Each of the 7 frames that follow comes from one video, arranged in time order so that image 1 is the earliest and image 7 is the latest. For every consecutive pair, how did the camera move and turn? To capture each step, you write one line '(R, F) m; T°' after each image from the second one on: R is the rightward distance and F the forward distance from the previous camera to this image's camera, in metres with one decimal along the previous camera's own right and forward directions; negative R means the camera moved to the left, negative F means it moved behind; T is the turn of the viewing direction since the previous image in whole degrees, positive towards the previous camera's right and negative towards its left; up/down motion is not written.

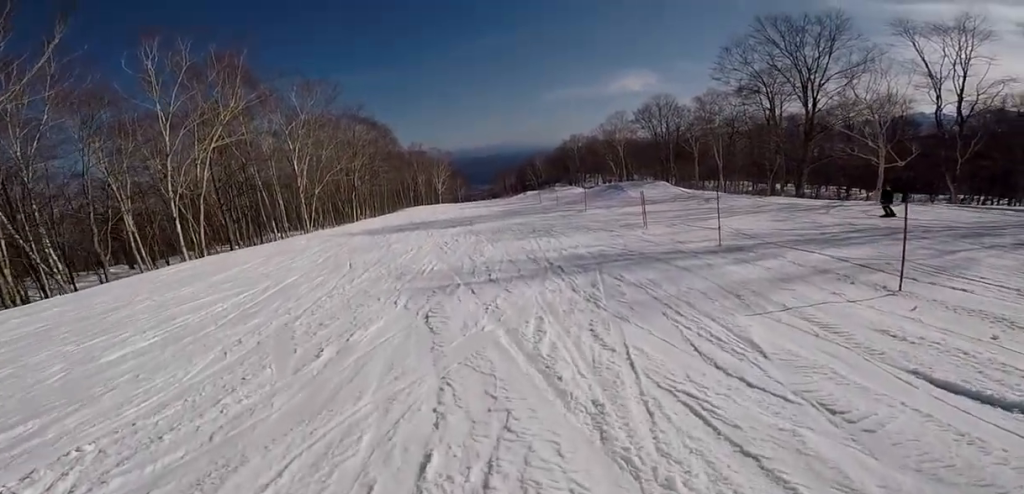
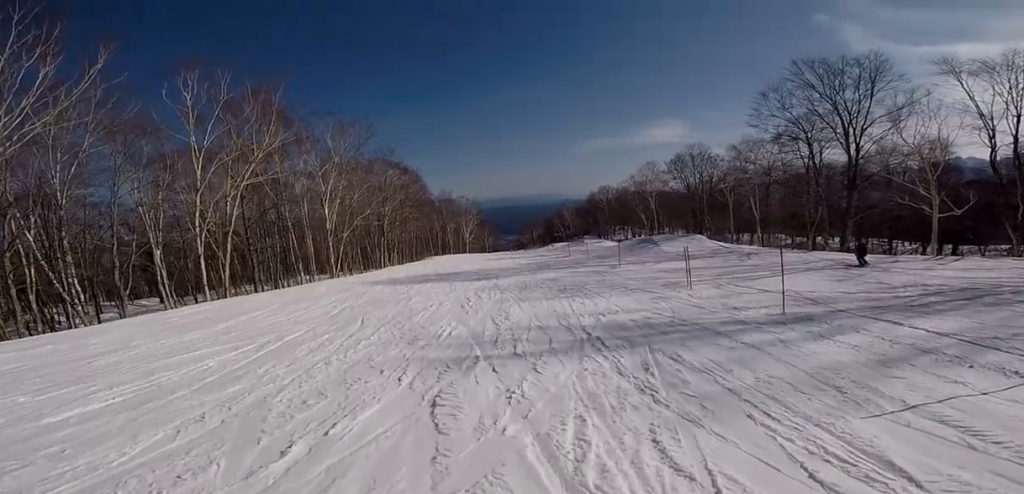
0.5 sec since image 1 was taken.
(-0.1, +2.0) m; -2°
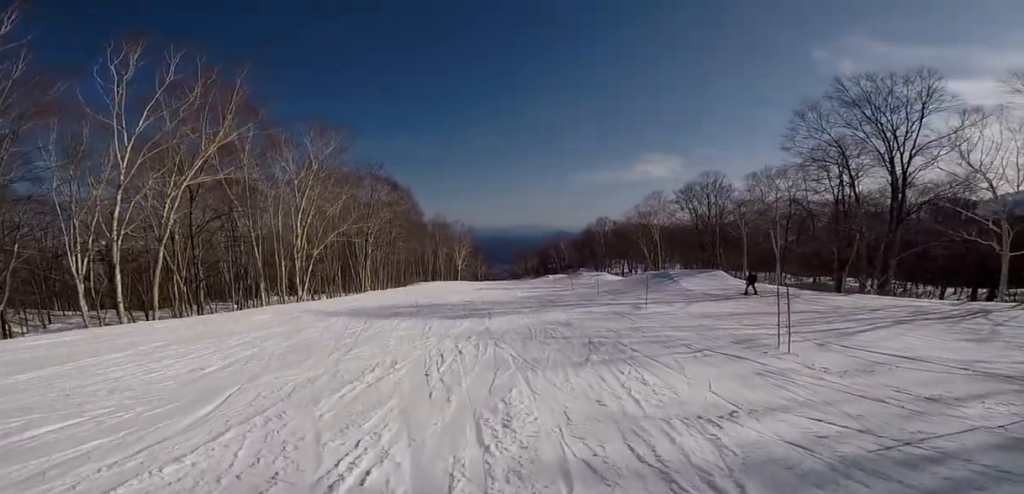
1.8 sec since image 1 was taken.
(-0.7, +6.7) m; -1°
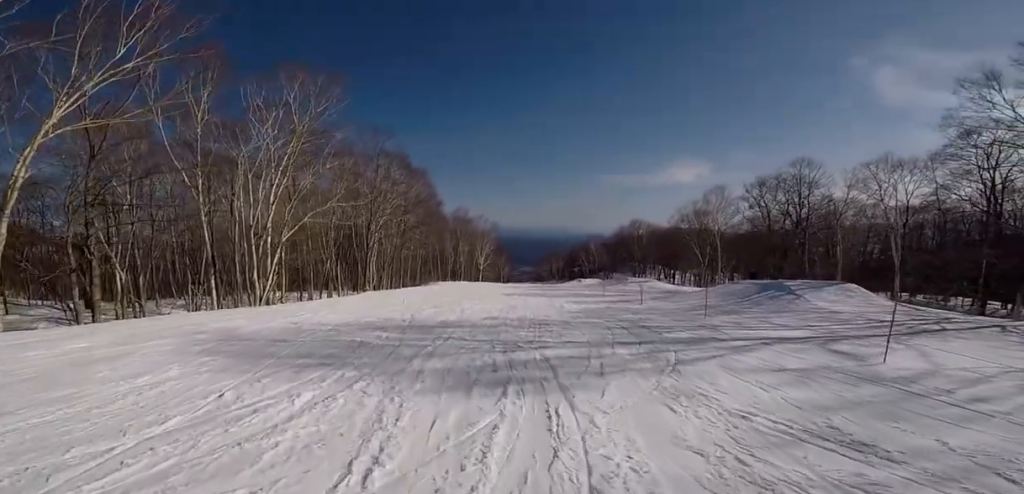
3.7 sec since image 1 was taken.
(-0.2, +10.8) m; -6°
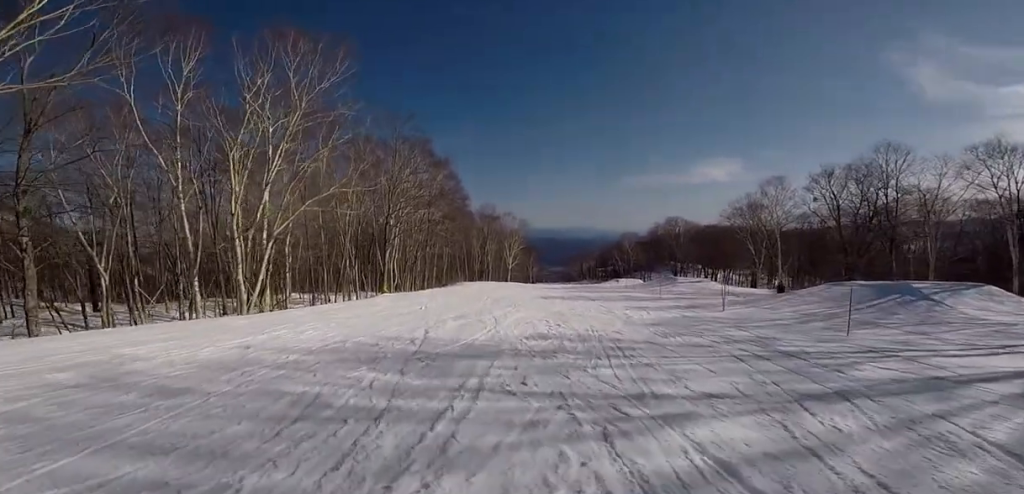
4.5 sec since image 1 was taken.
(-0.3, +5.0) m; +6°
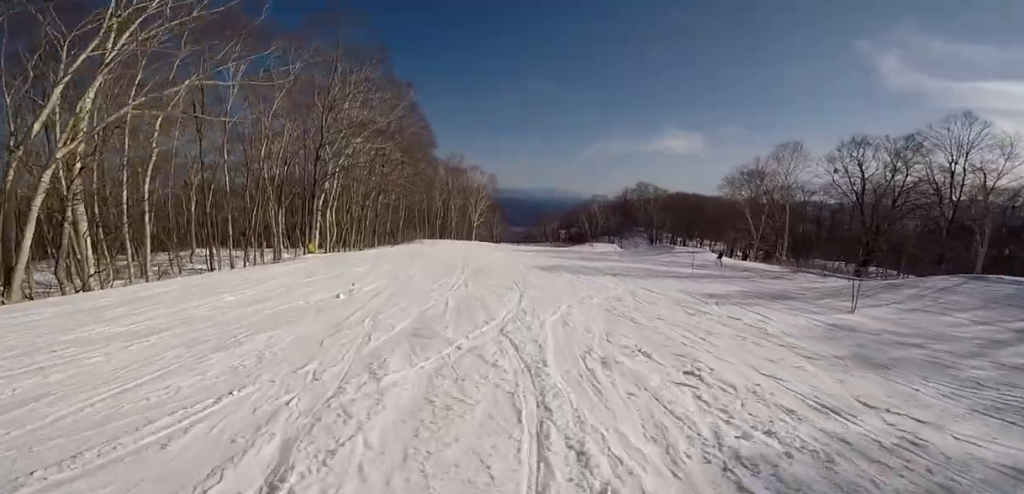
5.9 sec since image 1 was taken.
(+1.8, +9.2) m; +11°
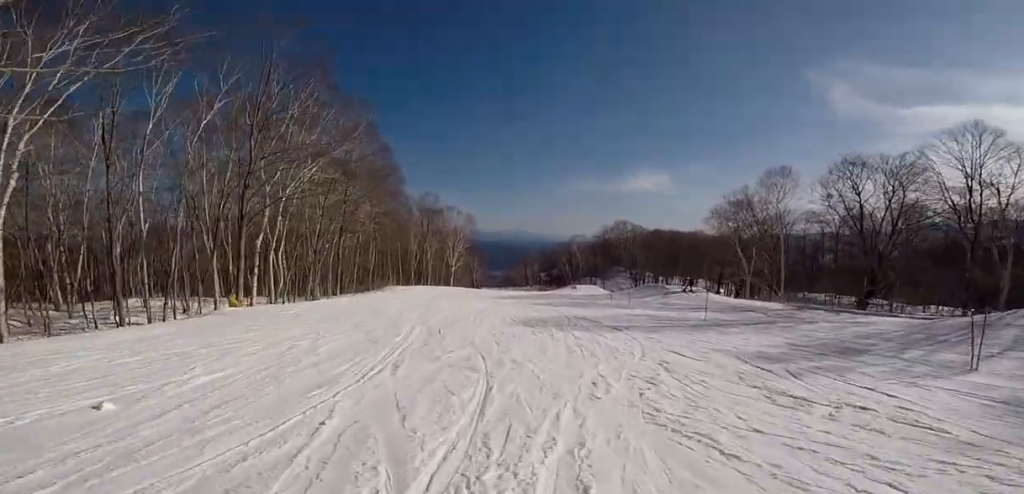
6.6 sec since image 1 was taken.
(0.0, +4.5) m; 0°
